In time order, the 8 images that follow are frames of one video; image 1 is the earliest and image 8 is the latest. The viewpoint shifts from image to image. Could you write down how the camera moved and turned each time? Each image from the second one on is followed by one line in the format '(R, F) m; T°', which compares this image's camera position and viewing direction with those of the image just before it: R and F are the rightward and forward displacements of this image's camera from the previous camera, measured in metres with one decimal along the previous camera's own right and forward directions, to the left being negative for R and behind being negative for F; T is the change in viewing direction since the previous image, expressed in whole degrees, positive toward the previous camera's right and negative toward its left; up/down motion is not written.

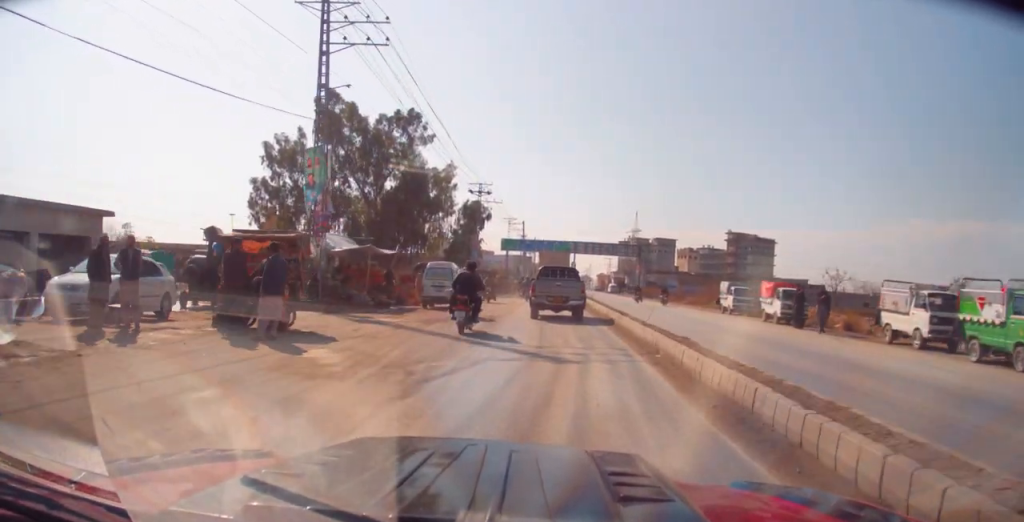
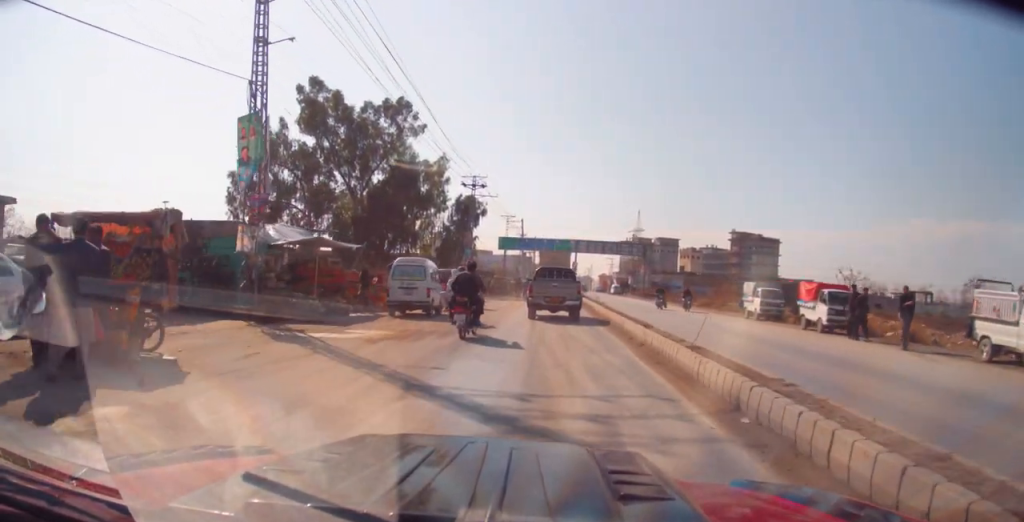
(+0.2, +4.9) m; +1°
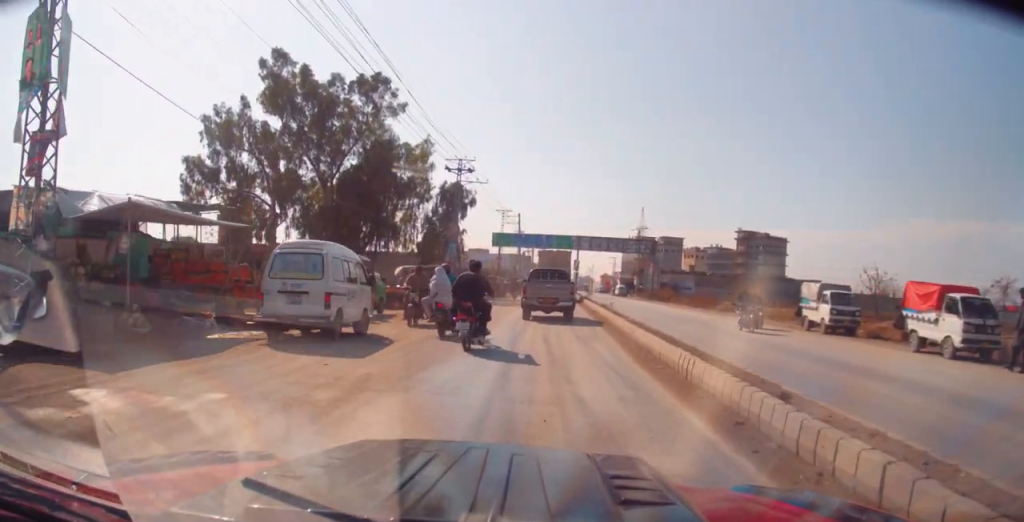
(-0.1, +8.2) m; -1°
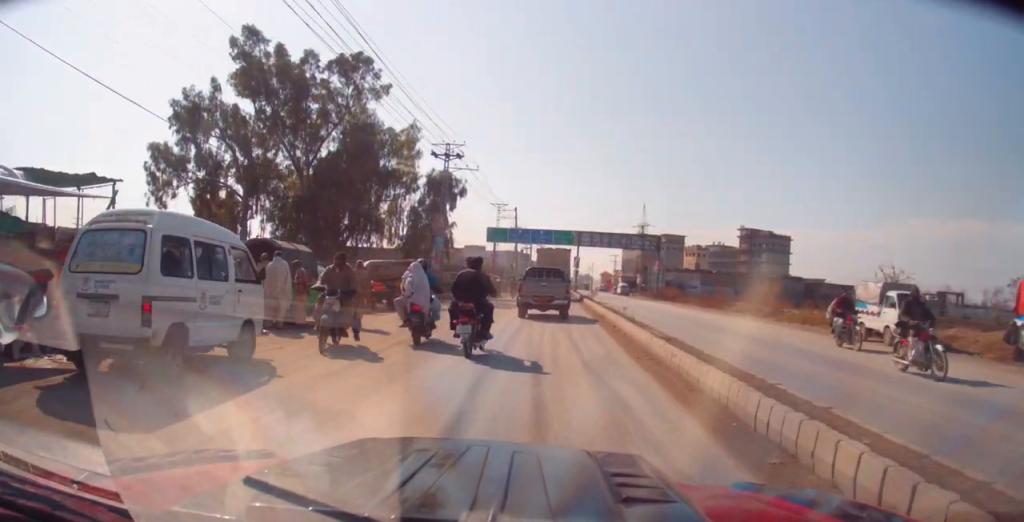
(0.0, +5.1) m; -1°
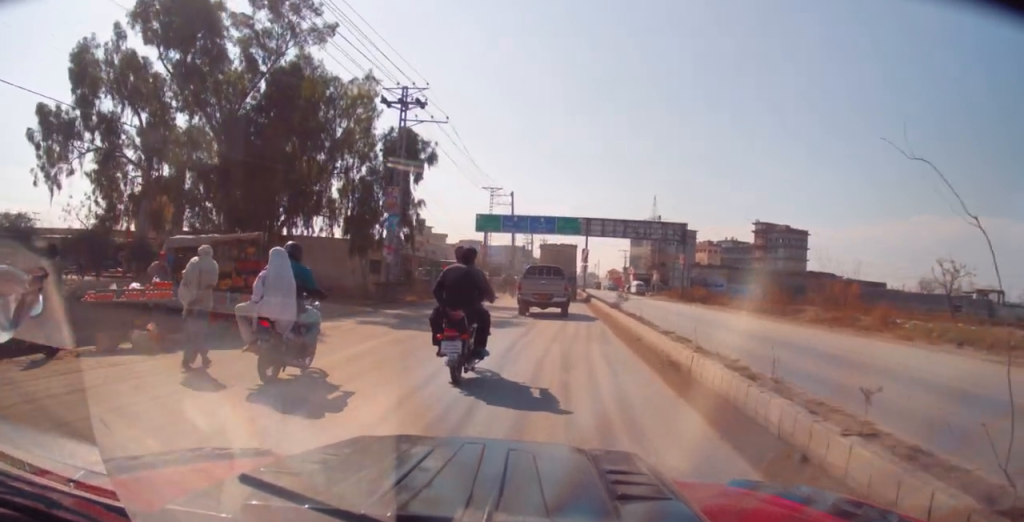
(-0.5, +13.6) m; 0°
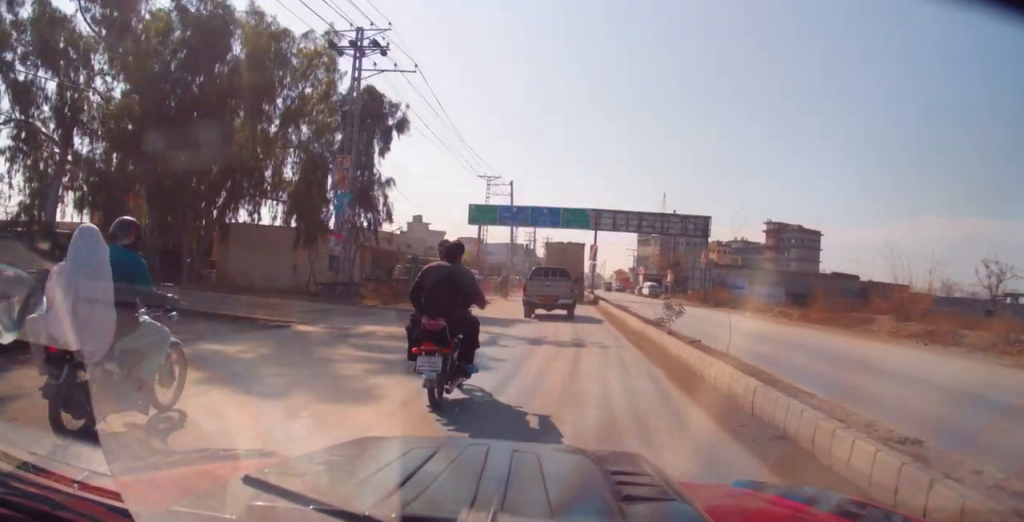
(+0.4, +8.2) m; 0°
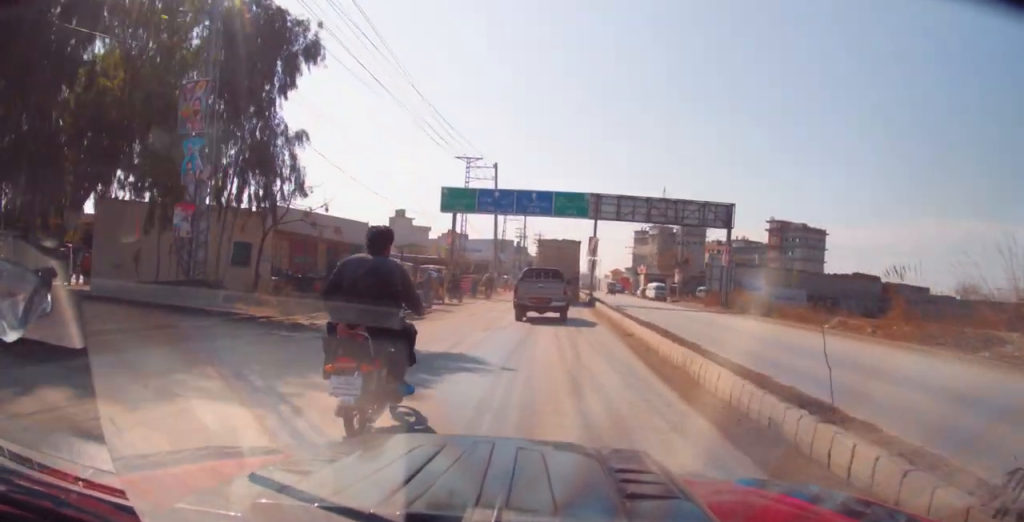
(-0.3, +9.8) m; 0°
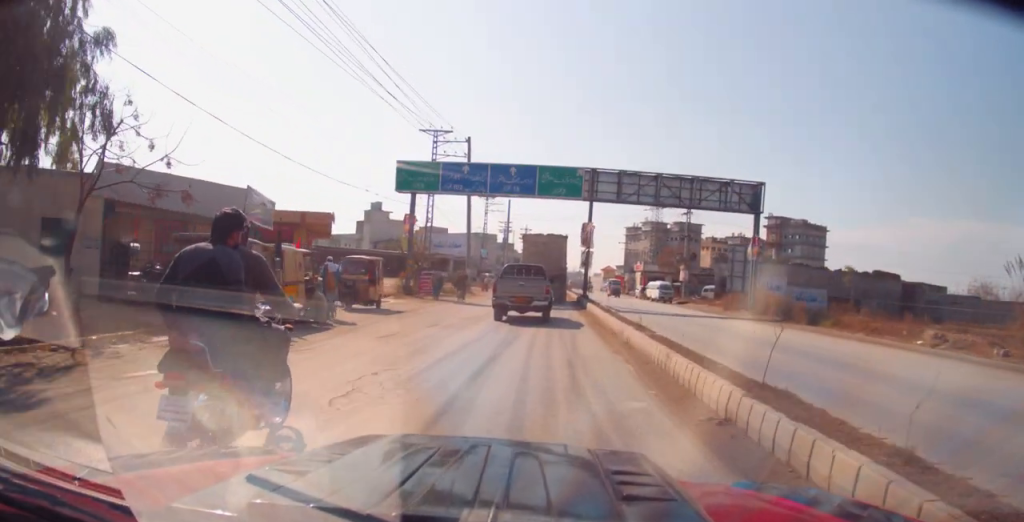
(+0.2, +9.7) m; +2°
